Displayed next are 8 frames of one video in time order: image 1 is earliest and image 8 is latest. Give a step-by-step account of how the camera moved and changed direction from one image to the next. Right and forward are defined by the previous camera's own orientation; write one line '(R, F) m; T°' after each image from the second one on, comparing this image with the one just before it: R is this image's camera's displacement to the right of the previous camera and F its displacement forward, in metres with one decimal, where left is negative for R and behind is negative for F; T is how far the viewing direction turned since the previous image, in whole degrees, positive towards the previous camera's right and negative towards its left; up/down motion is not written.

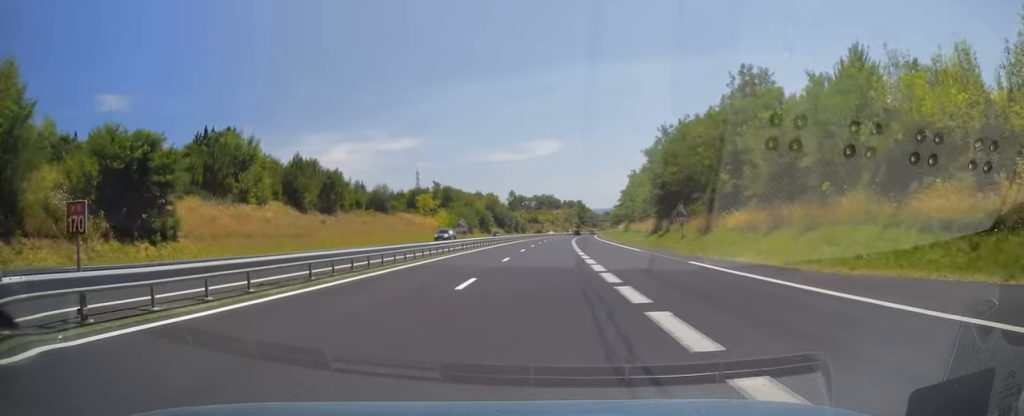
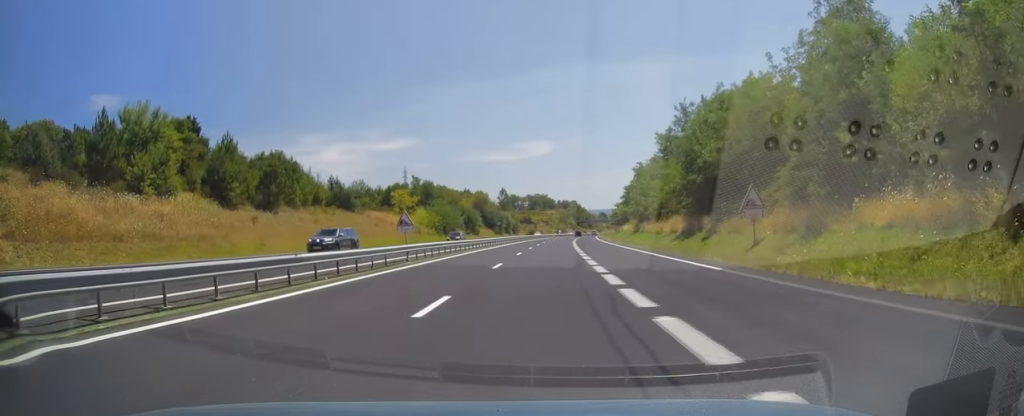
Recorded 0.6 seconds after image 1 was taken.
(+0.2, +17.6) m; +1°
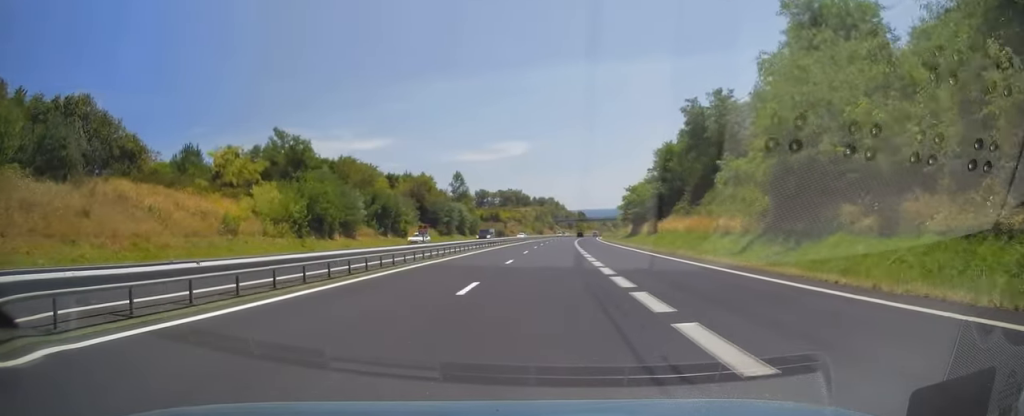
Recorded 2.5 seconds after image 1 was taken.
(+1.1, +61.1) m; +2°
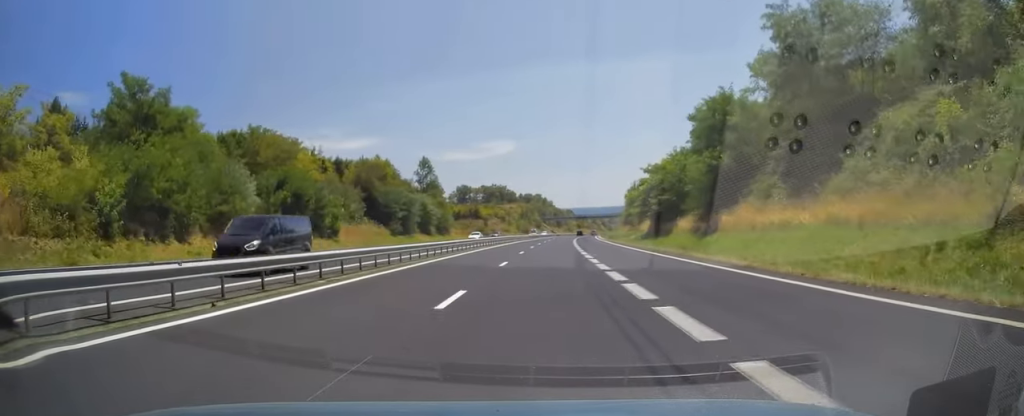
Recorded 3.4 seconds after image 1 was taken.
(+0.3, +28.5) m; +1°
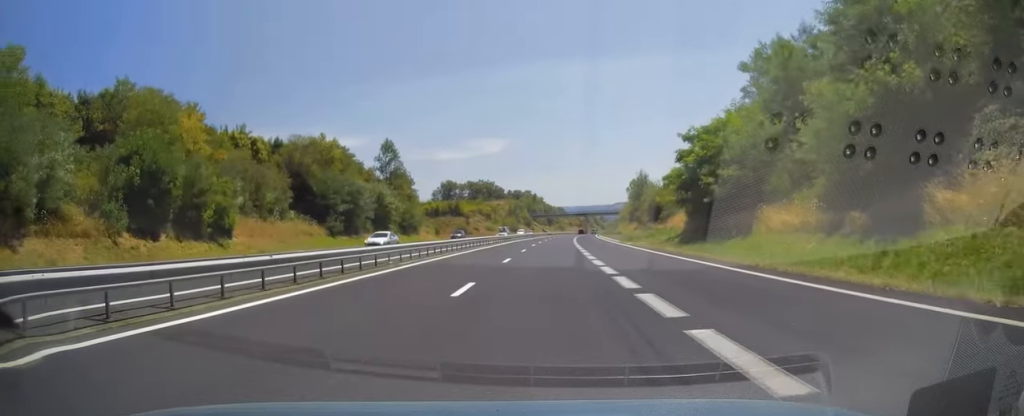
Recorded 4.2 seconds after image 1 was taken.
(+0.3, +23.9) m; +1°
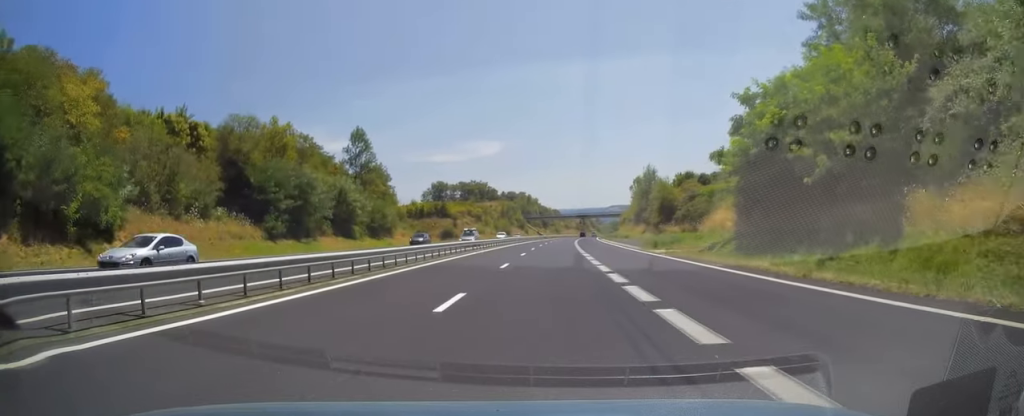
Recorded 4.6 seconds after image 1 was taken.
(+0.1, +14.9) m; 0°
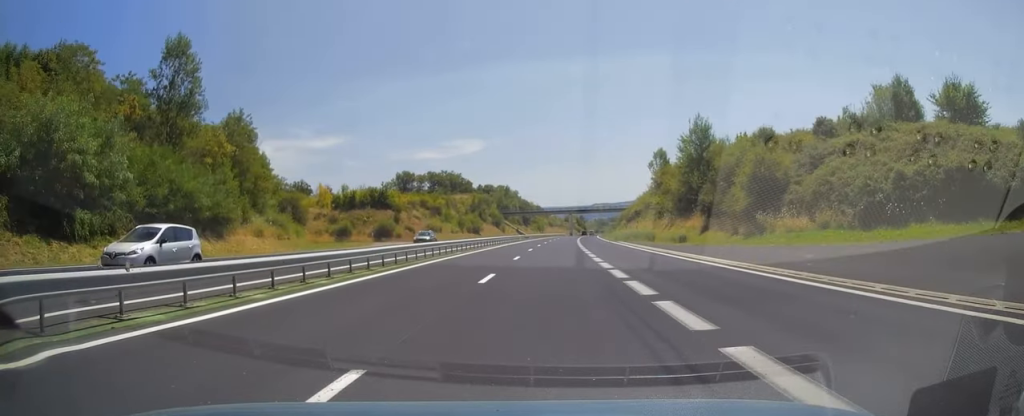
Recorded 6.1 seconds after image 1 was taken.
(+0.6, +46.5) m; +2°
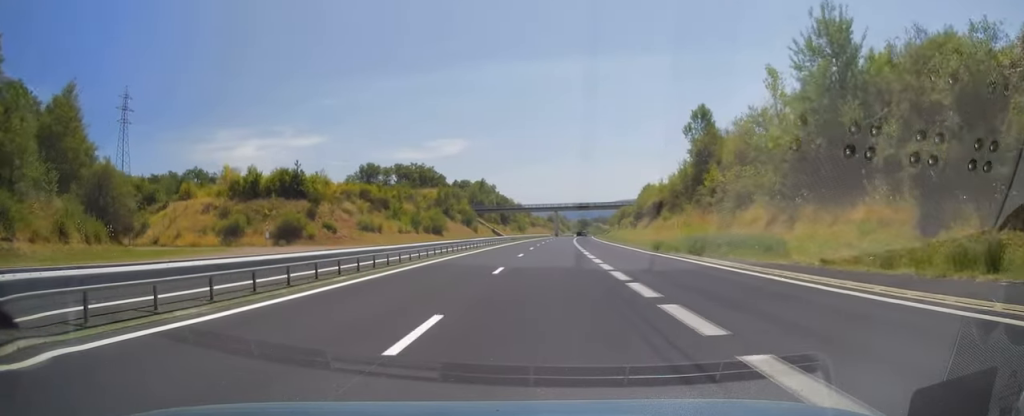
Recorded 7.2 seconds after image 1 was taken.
(+0.3, +34.8) m; +1°
